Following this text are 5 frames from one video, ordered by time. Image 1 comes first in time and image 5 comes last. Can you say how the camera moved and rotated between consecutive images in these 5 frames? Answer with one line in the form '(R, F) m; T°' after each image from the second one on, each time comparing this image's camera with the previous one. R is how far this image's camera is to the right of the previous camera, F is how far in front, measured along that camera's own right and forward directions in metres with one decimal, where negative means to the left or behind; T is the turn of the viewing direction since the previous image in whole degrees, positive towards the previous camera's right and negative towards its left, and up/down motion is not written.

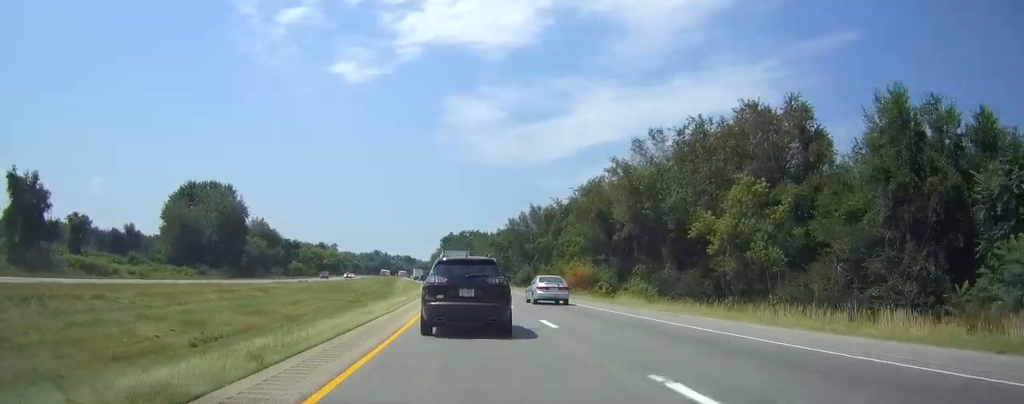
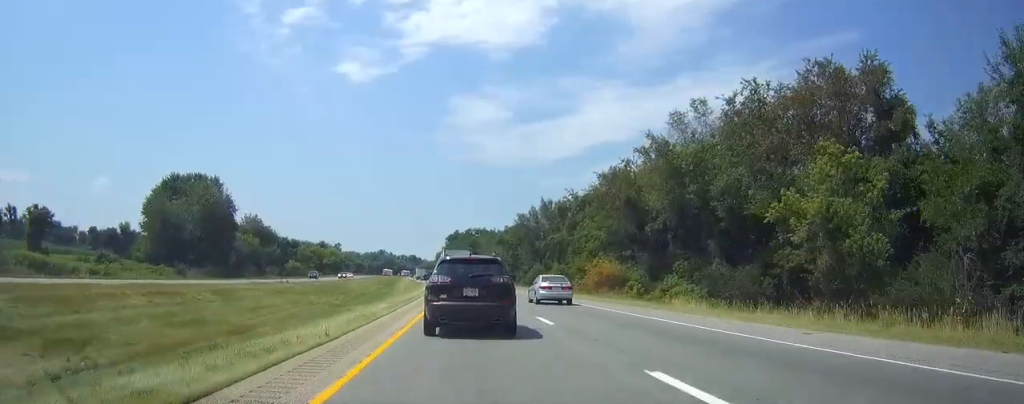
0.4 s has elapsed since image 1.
(-0.1, +11.6) m; 0°
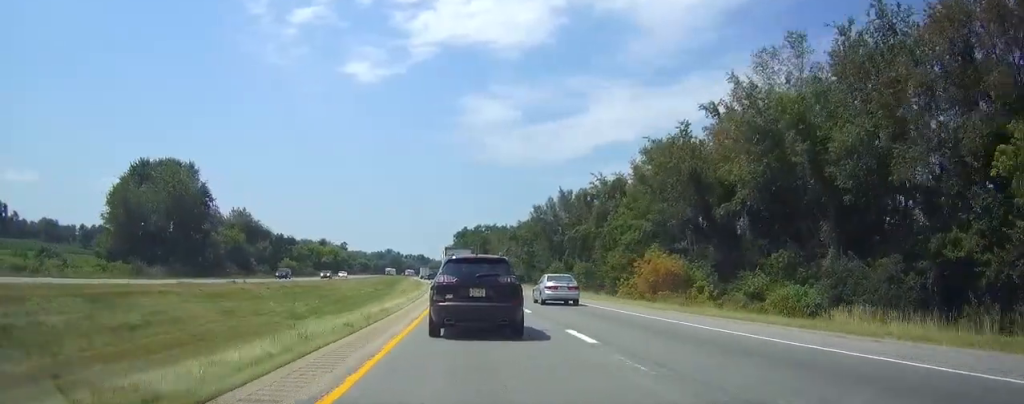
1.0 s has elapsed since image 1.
(-0.1, +17.4) m; -1°
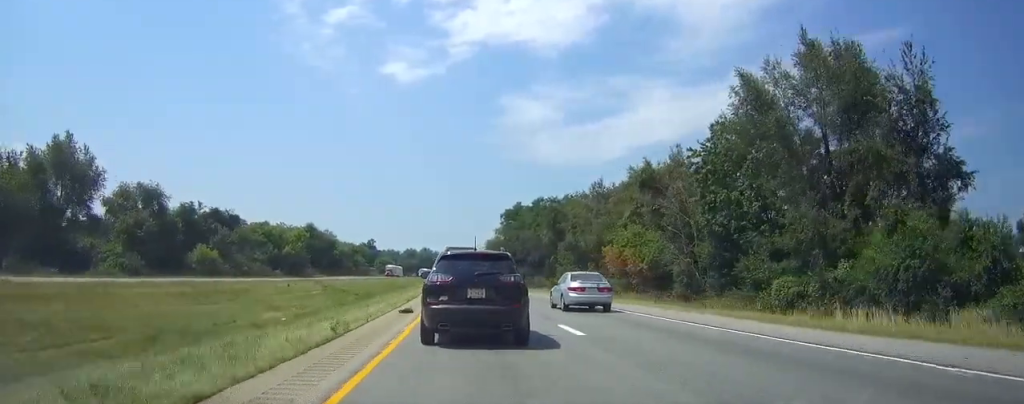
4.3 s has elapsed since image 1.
(-3.3, +95.5) m; -4°
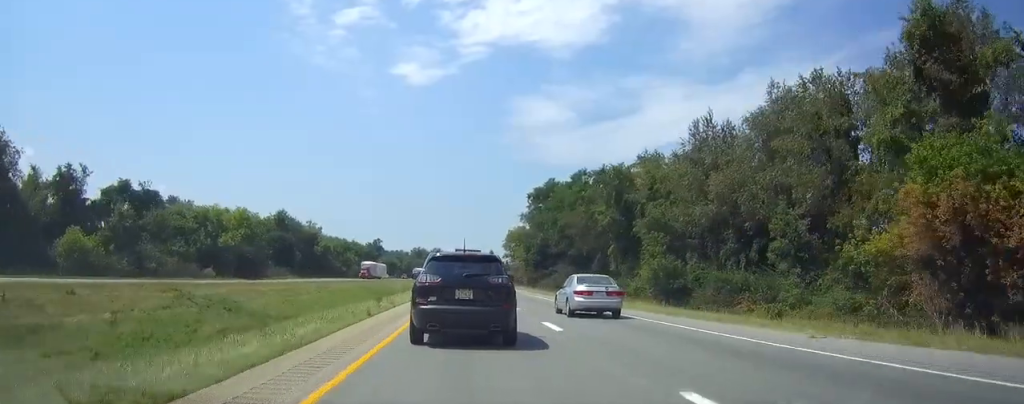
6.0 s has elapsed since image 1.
(-0.3, +46.4) m; 0°
